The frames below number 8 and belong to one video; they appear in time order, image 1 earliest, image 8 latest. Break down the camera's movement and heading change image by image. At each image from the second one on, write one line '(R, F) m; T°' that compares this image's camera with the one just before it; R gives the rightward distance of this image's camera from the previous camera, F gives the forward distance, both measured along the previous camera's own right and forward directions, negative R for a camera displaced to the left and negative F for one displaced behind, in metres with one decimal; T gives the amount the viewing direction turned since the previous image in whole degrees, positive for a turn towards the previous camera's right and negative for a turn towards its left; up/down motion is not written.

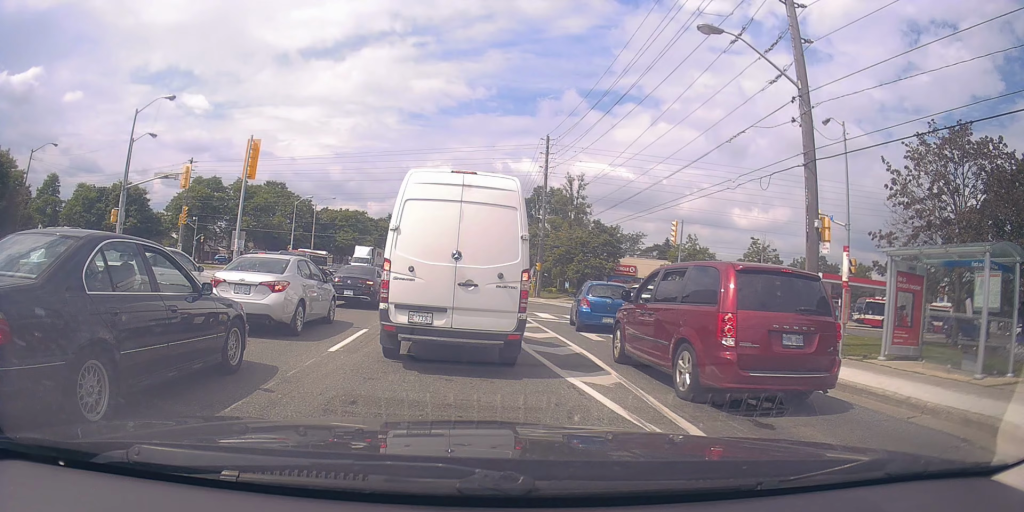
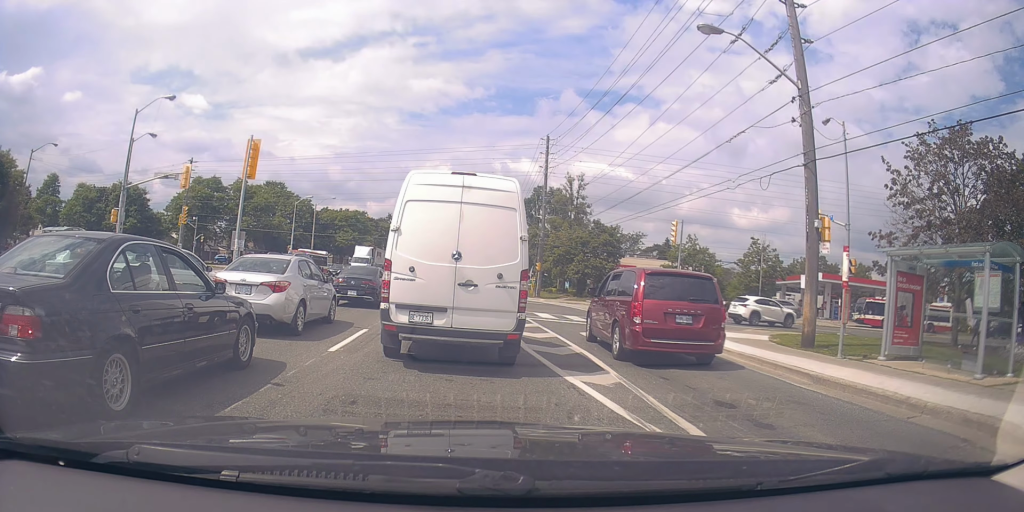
(0.0, 0.0) m; 0°
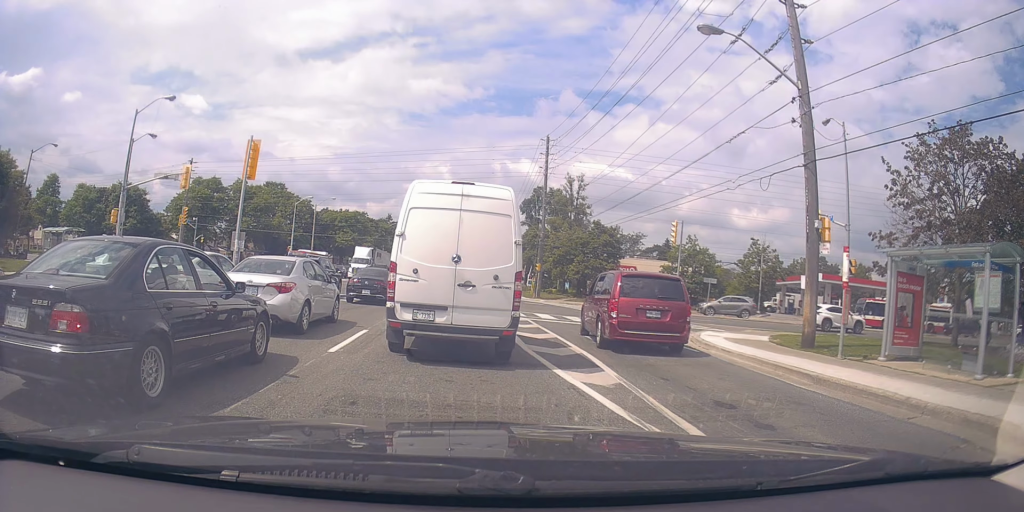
(0.0, 0.0) m; 0°
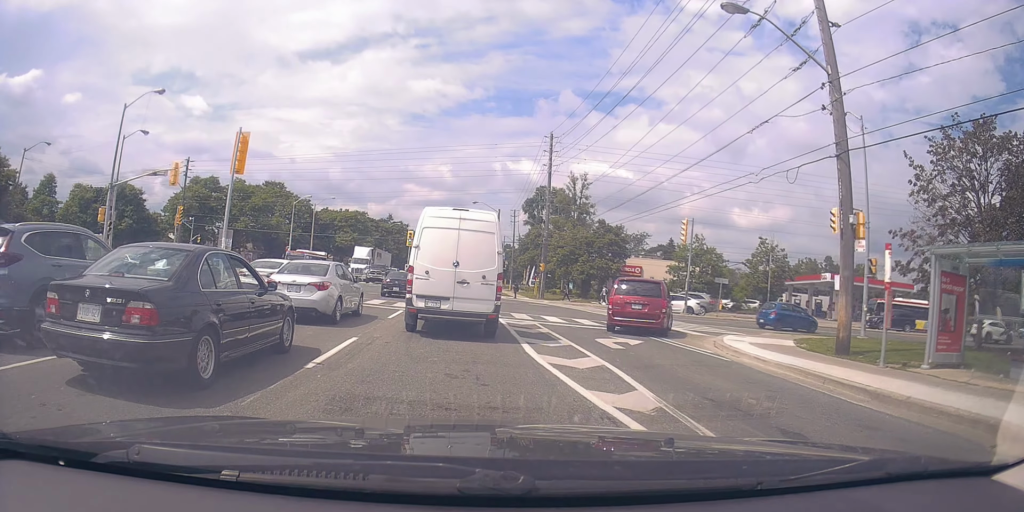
(+0.1, -0.1) m; 0°
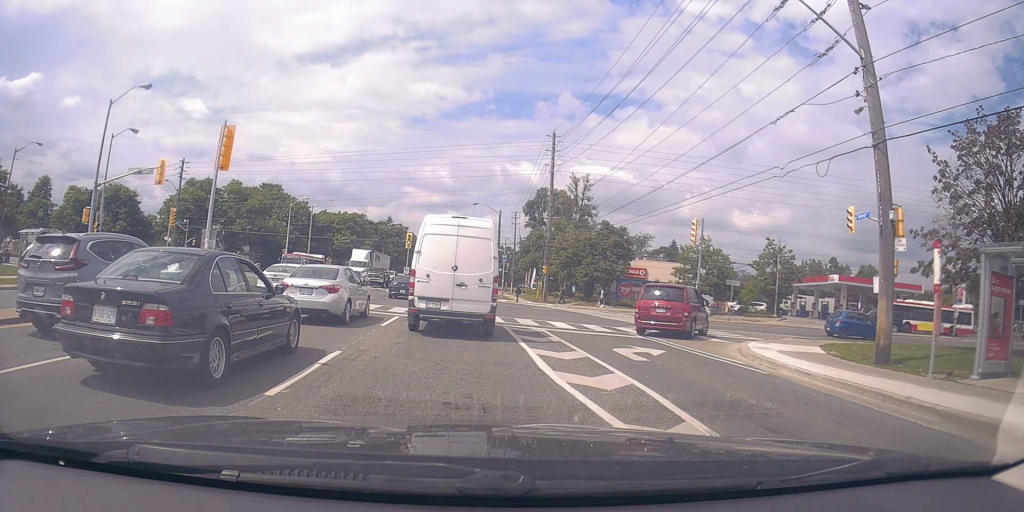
(0.0, +0.9) m; 0°
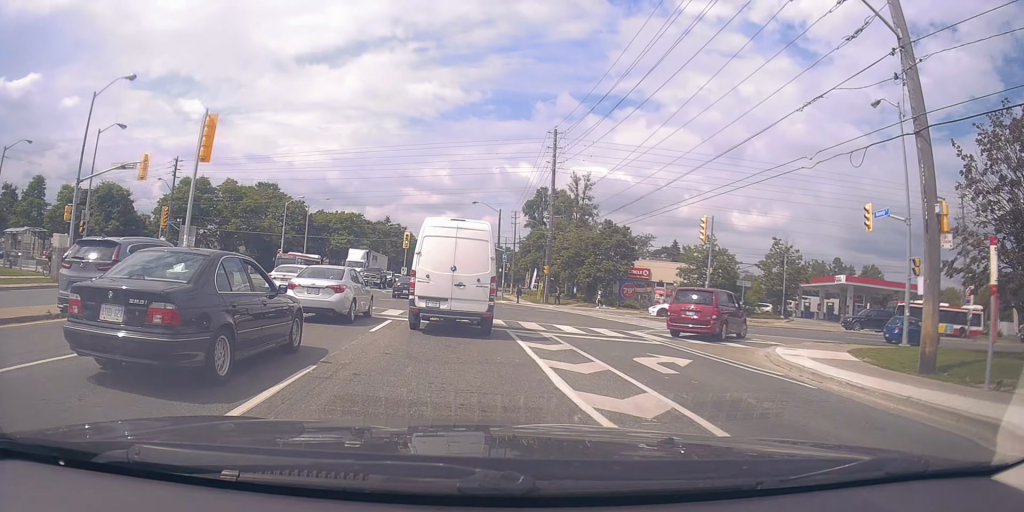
(0.0, +0.9) m; 0°
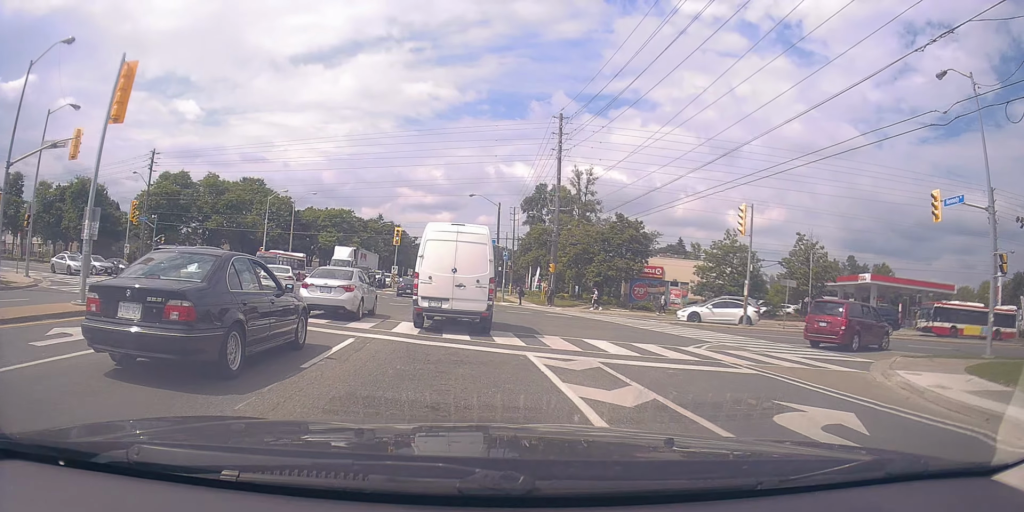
(0.0, +4.4) m; -7°
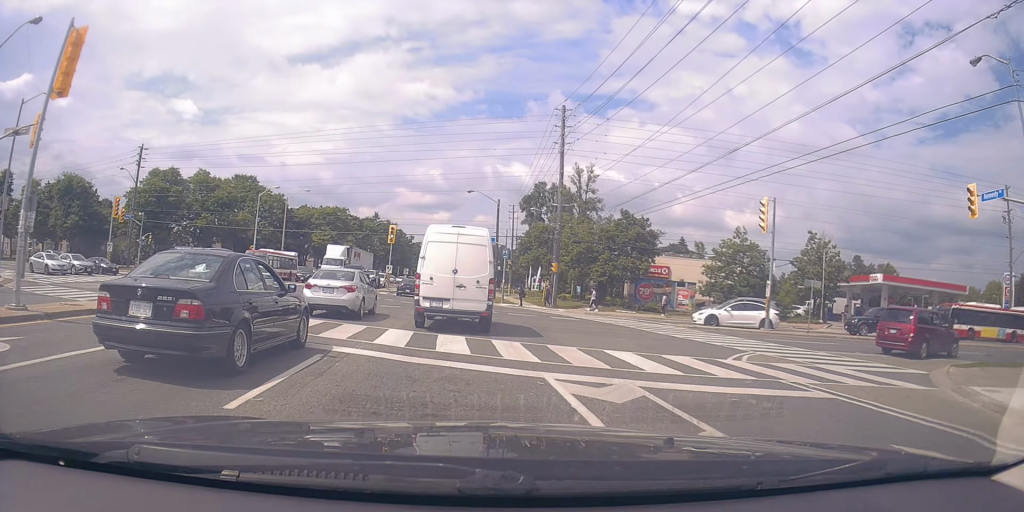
(-0.2, +2.3) m; -1°
